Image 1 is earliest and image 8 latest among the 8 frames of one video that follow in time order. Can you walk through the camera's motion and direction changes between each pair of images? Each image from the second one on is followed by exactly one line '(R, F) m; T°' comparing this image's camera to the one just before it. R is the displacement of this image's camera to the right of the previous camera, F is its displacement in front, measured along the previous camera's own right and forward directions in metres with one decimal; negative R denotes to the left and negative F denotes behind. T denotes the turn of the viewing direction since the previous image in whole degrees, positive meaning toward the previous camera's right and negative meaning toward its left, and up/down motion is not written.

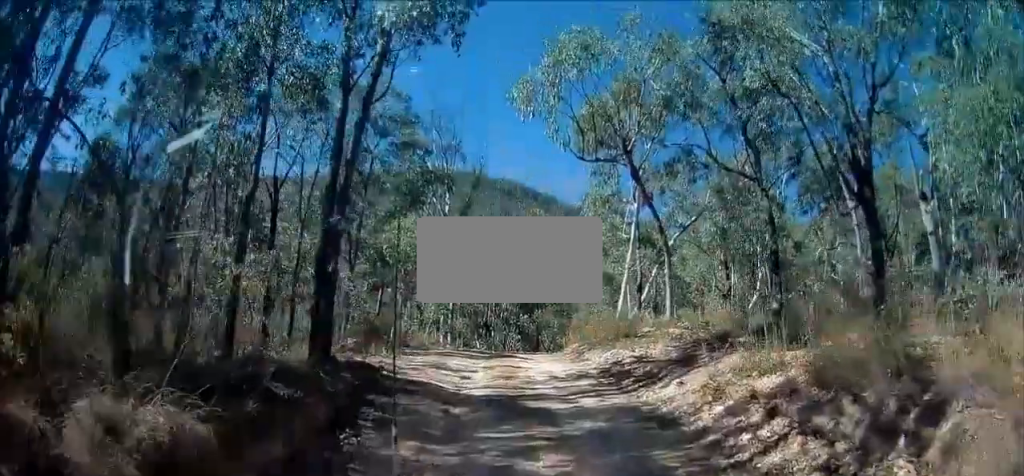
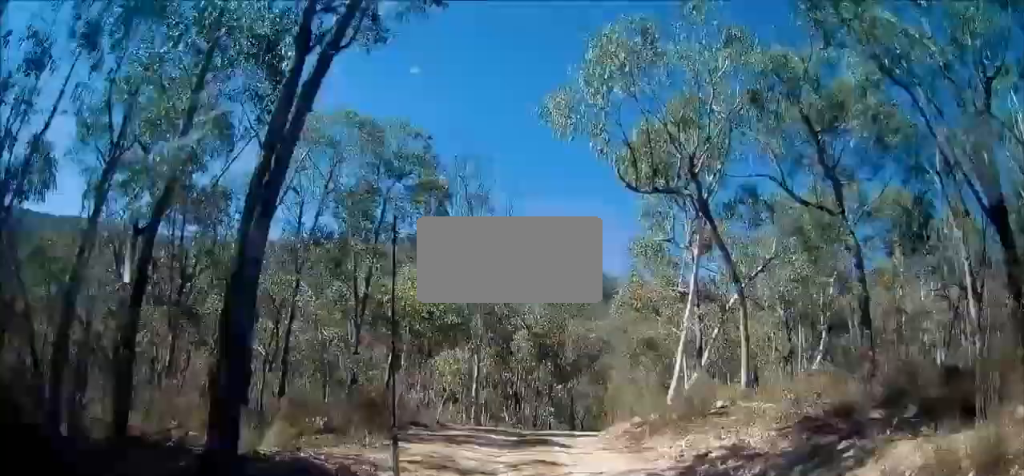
(+0.3, +2.8) m; 0°
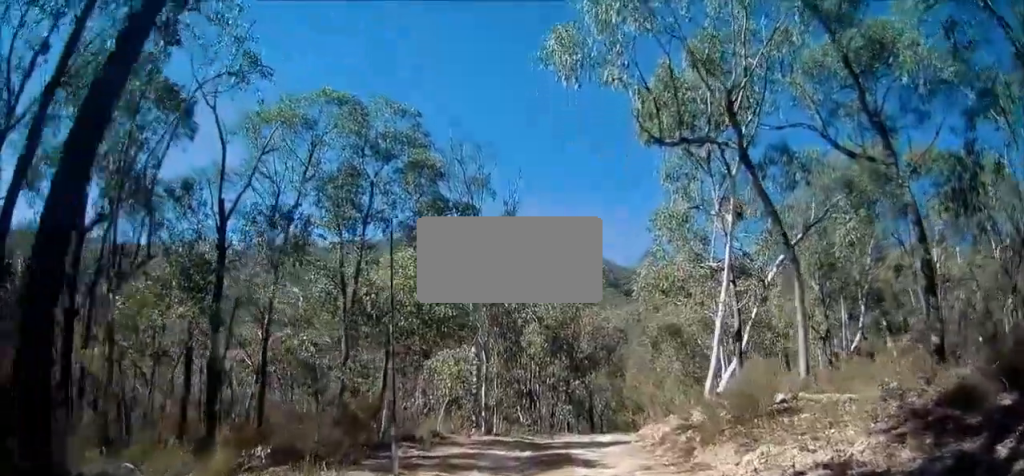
(-0.2, +2.2) m; -6°
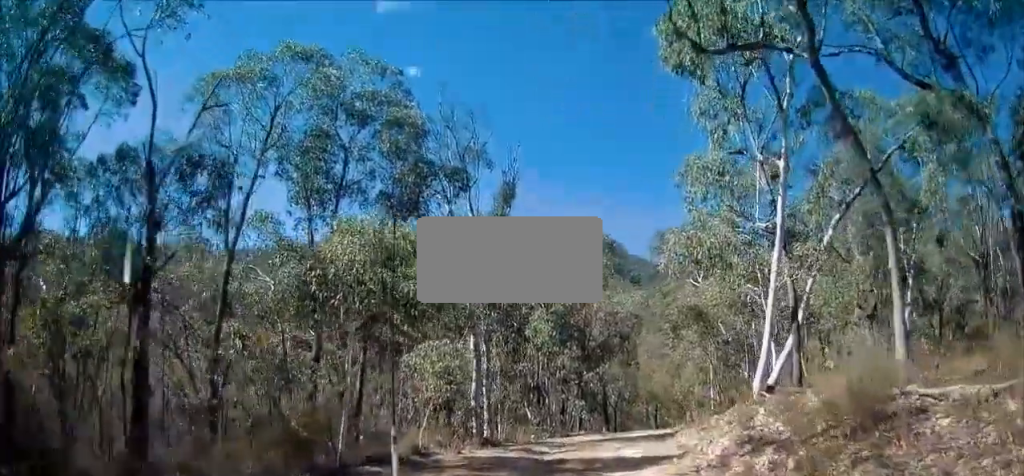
(-0.2, +2.8) m; -3°
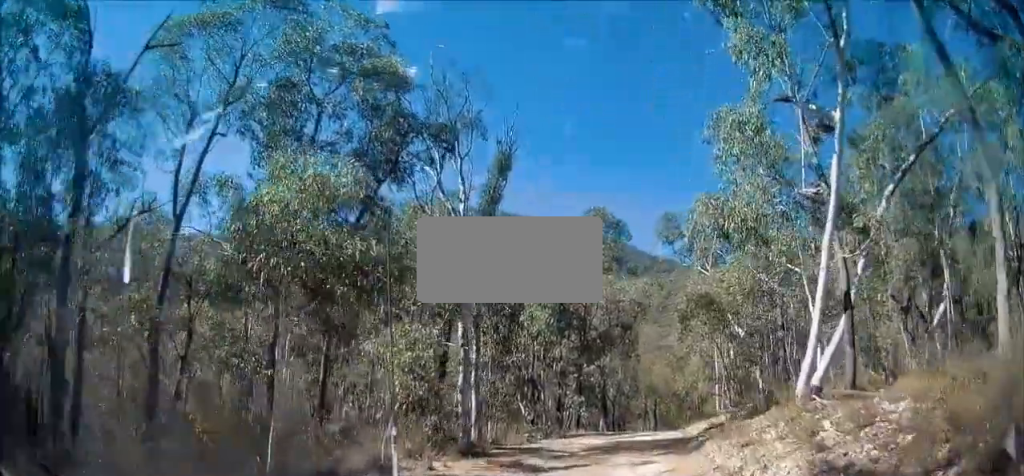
(-0.1, +2.2) m; 0°
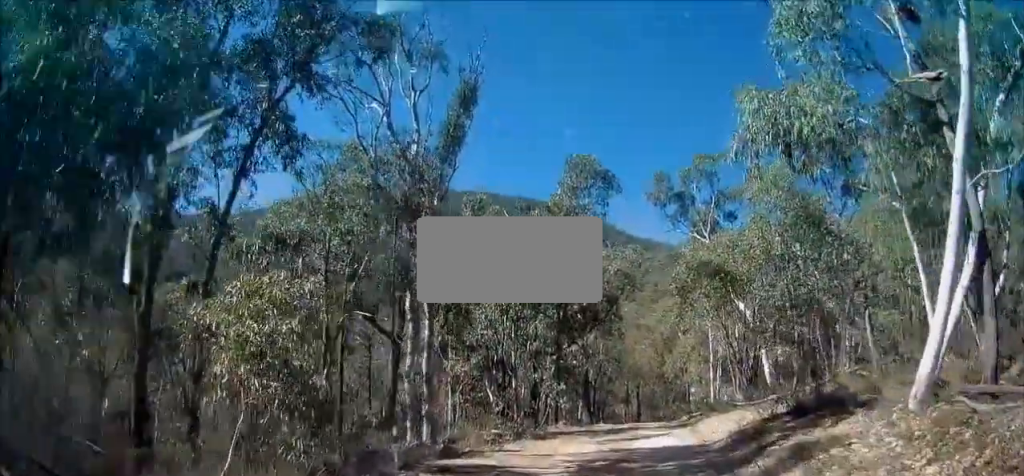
(+0.4, +4.2) m; +8°
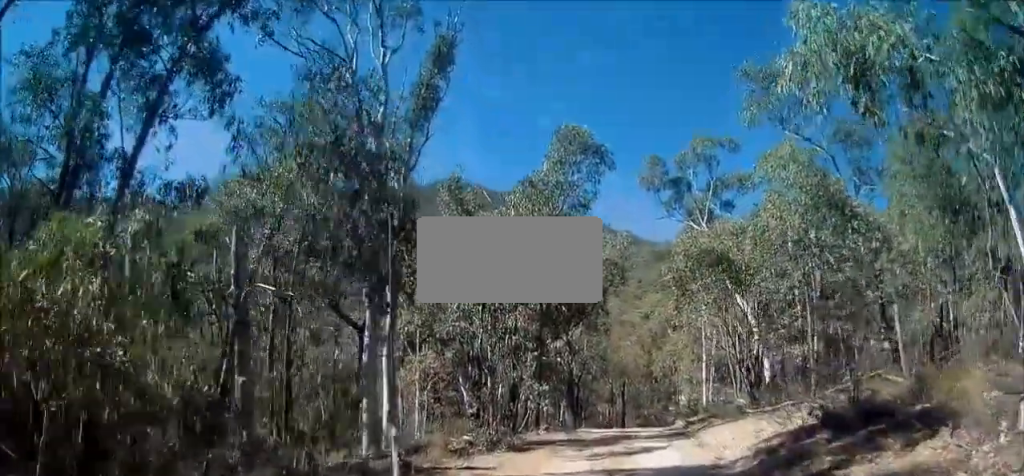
(+0.1, +2.2) m; +3°
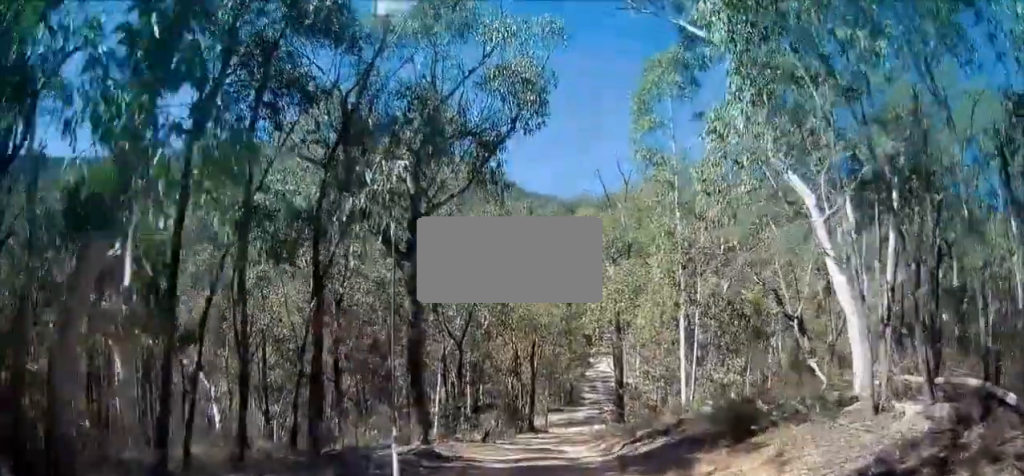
(+1.3, +14.1) m; +1°
